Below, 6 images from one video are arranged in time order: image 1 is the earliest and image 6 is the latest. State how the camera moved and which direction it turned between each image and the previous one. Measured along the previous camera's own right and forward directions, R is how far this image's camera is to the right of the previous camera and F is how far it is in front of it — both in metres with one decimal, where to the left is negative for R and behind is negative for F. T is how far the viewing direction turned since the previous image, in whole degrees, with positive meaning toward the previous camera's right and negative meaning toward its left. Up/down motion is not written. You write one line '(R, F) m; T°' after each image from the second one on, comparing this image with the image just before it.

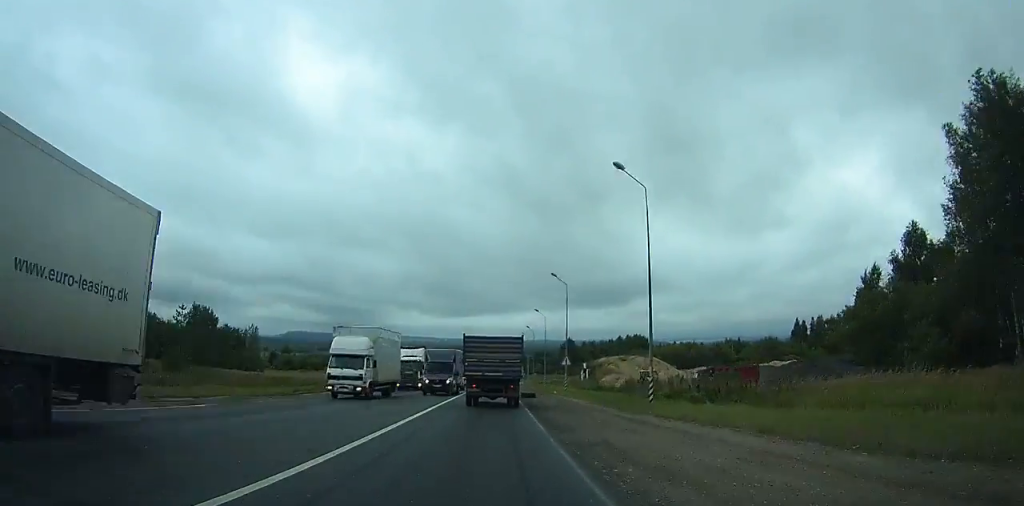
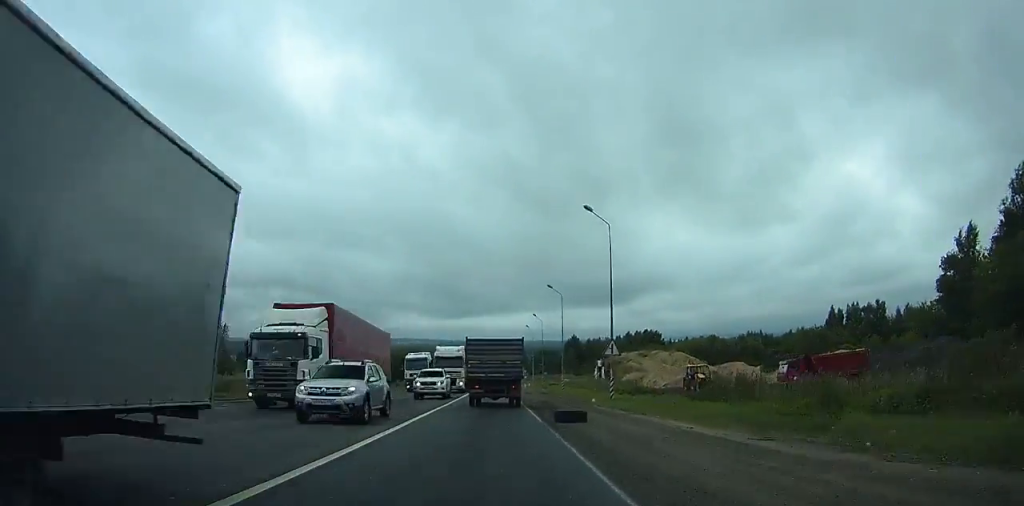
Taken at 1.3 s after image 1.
(-0.1, +21.3) m; 0°
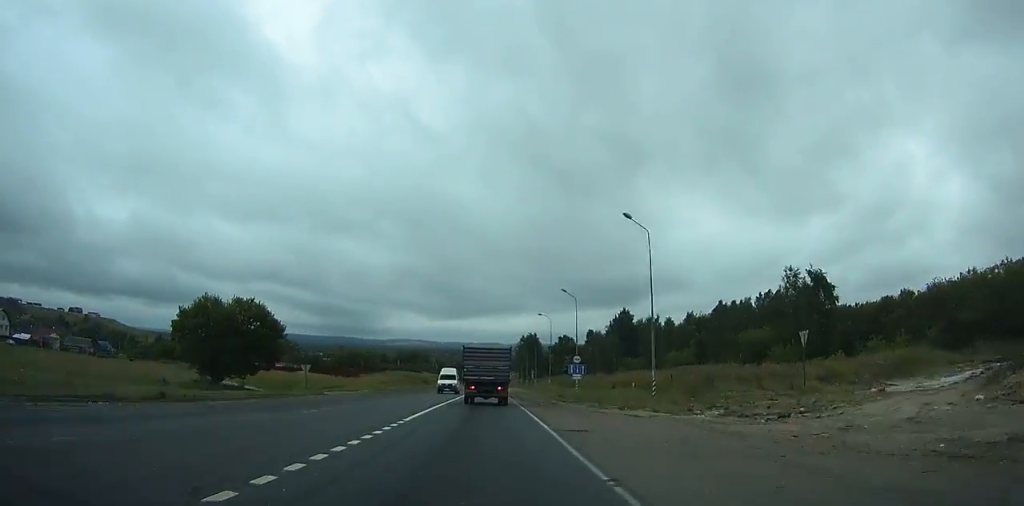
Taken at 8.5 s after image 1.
(+0.8, +118.9) m; 0°
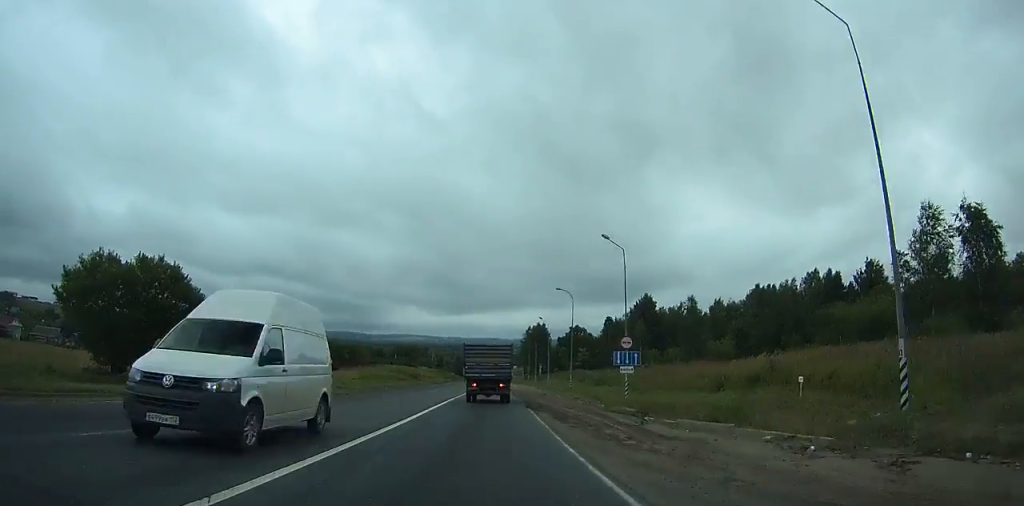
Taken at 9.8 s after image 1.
(0.0, +21.5) m; 0°
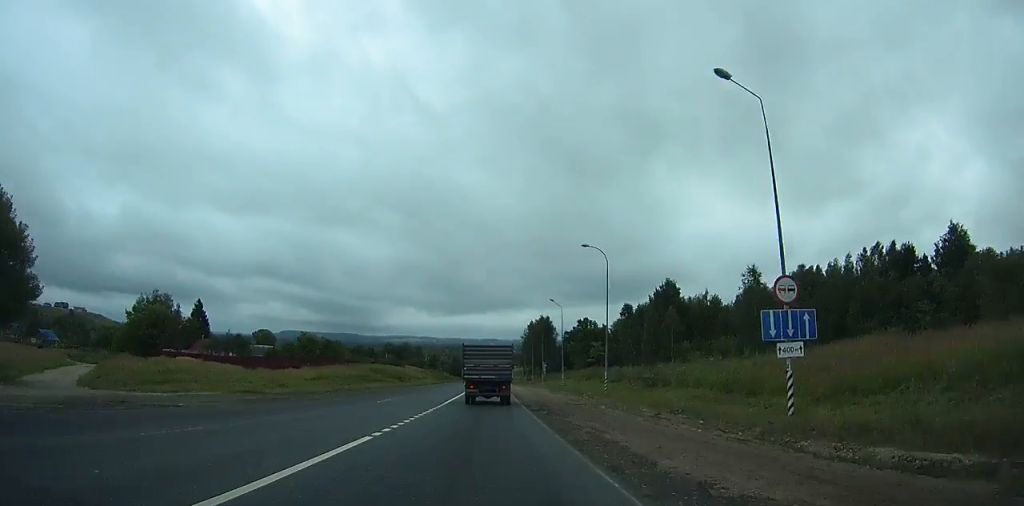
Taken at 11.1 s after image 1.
(0.0, +21.7) m; 0°
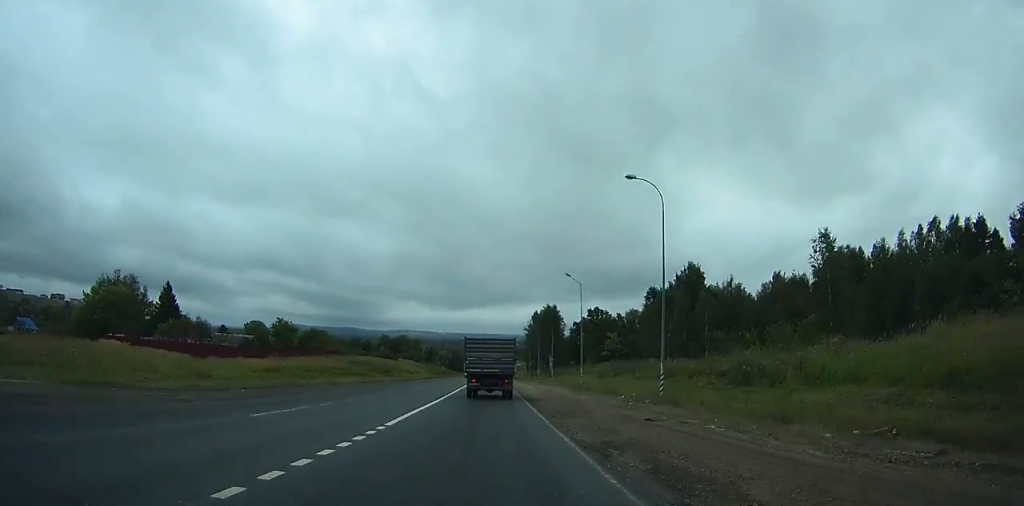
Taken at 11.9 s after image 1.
(0.0, +14.9) m; 0°
